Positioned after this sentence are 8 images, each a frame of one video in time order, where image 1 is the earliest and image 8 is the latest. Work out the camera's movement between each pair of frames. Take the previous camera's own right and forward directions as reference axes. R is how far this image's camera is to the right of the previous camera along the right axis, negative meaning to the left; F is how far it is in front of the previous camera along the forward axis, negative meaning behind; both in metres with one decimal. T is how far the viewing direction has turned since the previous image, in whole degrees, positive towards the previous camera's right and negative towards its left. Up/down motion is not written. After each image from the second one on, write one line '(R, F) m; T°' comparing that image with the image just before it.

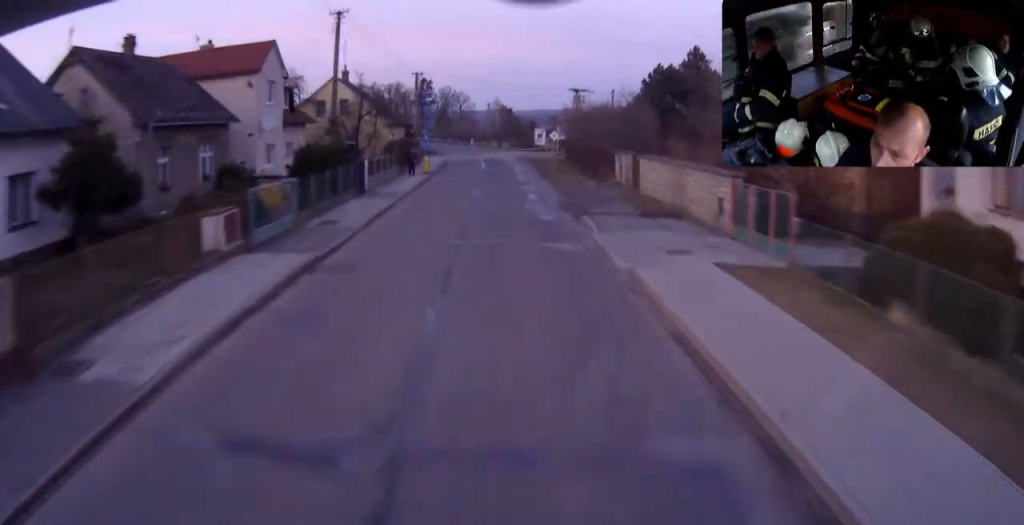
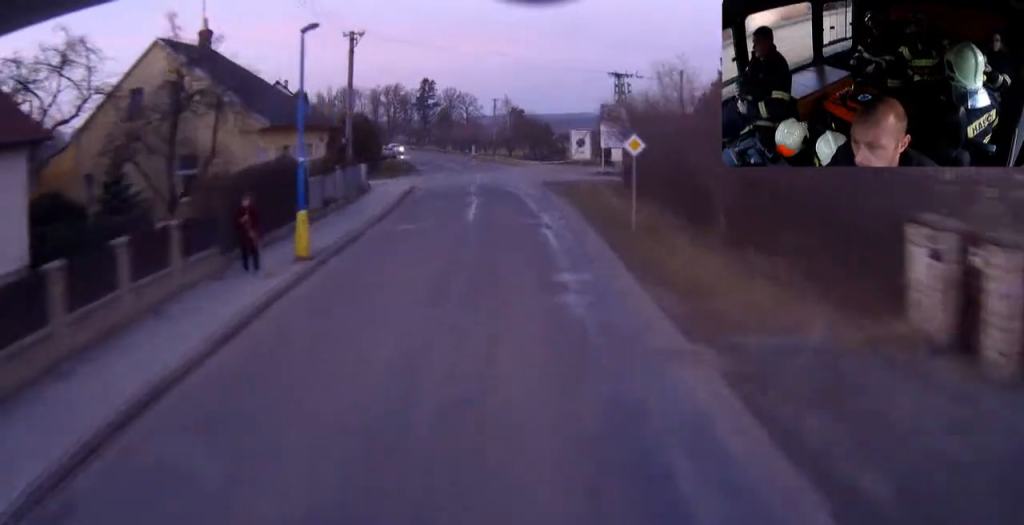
(-0.3, +29.7) m; -1°
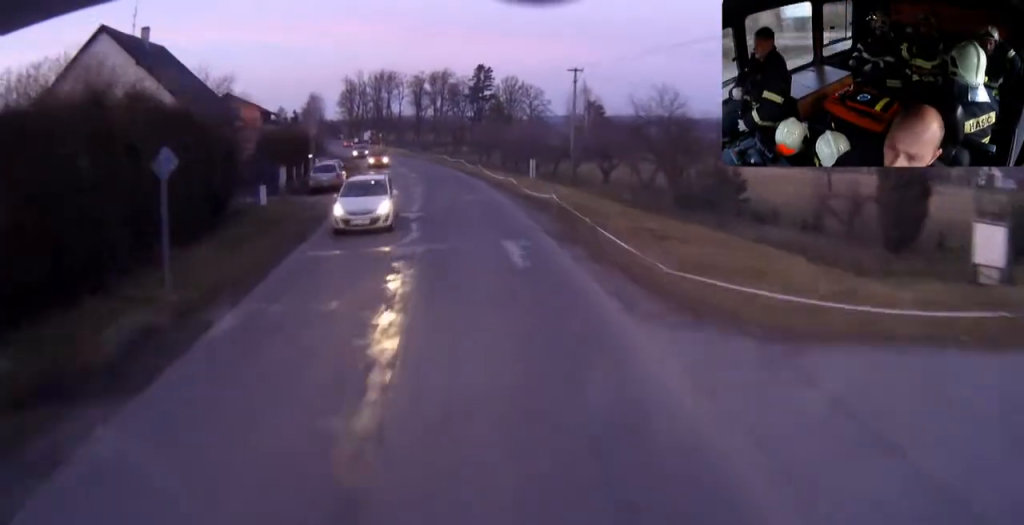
(-1.4, +48.8) m; -6°
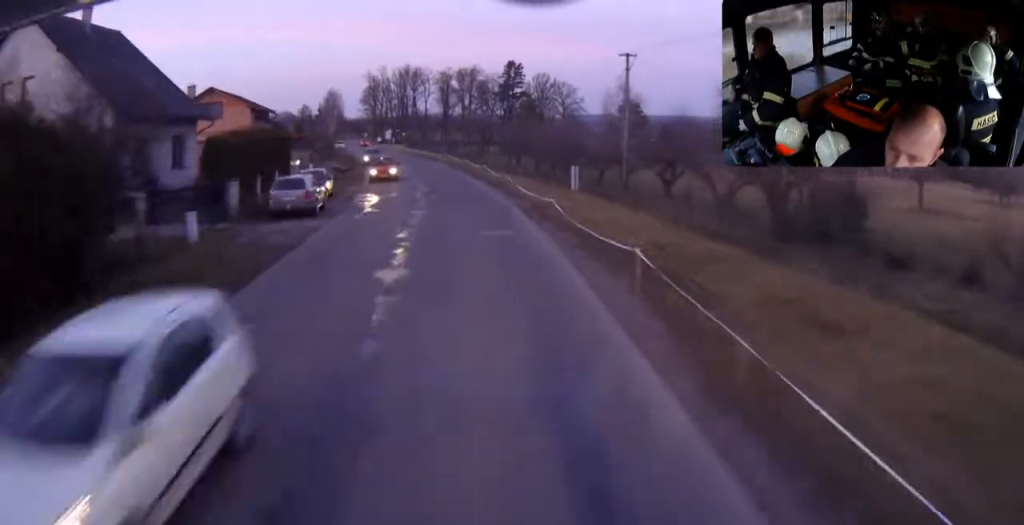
(-0.2, +10.5) m; -3°
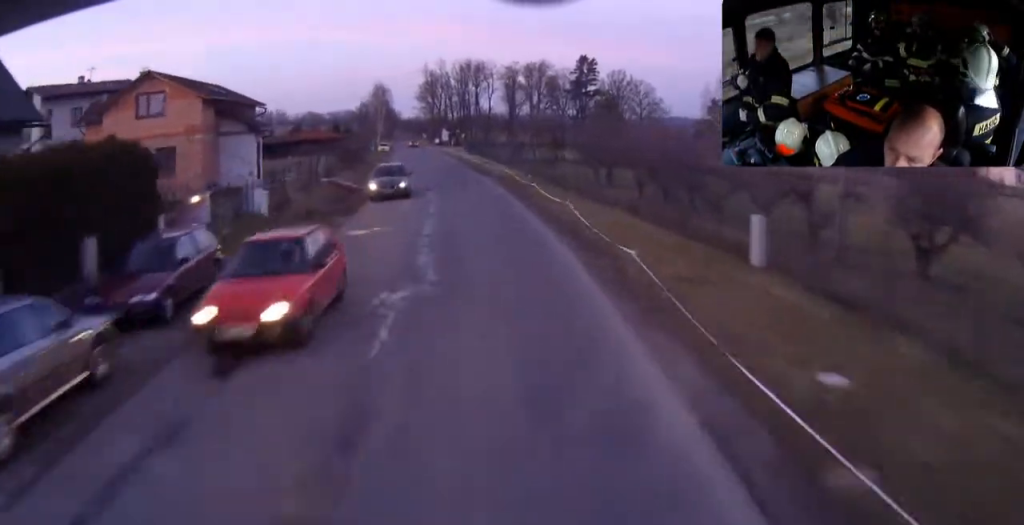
(-1.2, +20.5) m; -5°
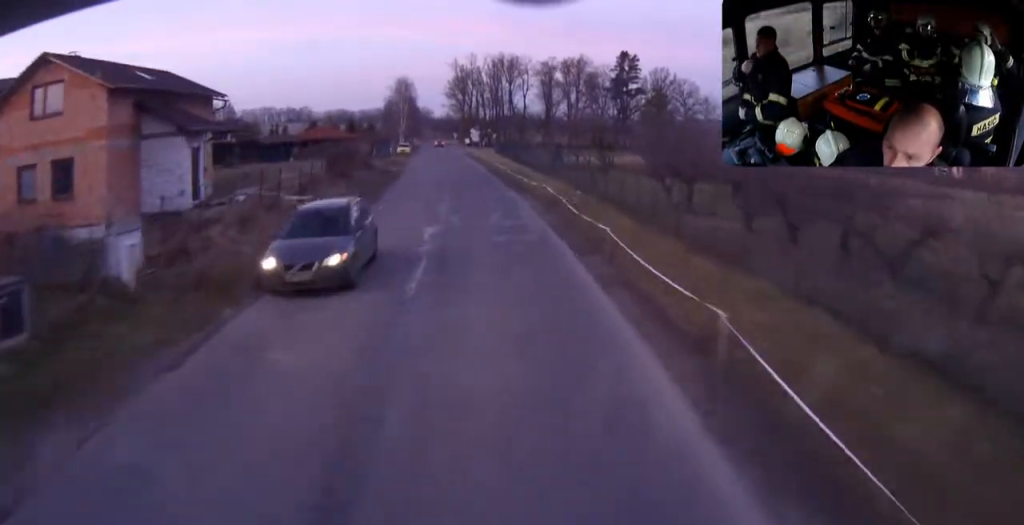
(-0.4, +13.2) m; -2°
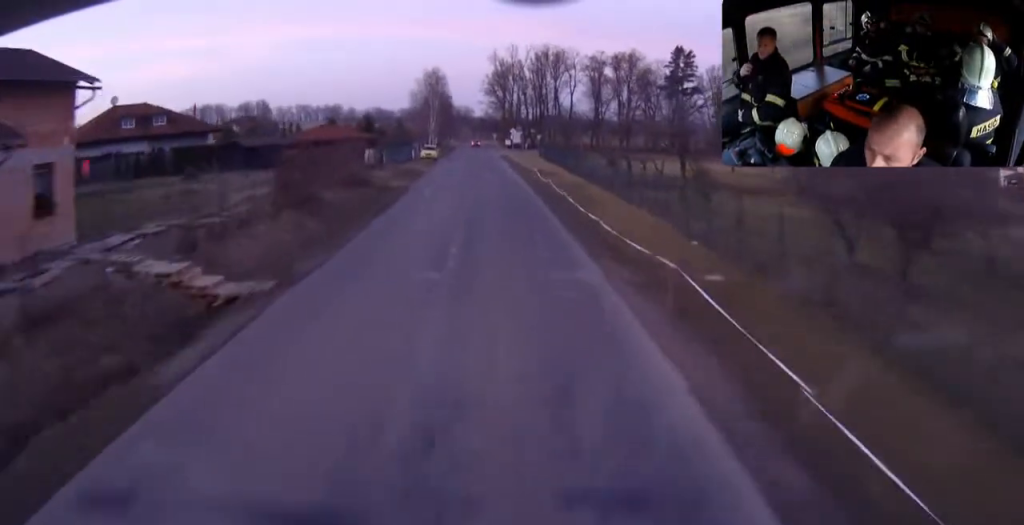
(-0.3, +16.9) m; -1°
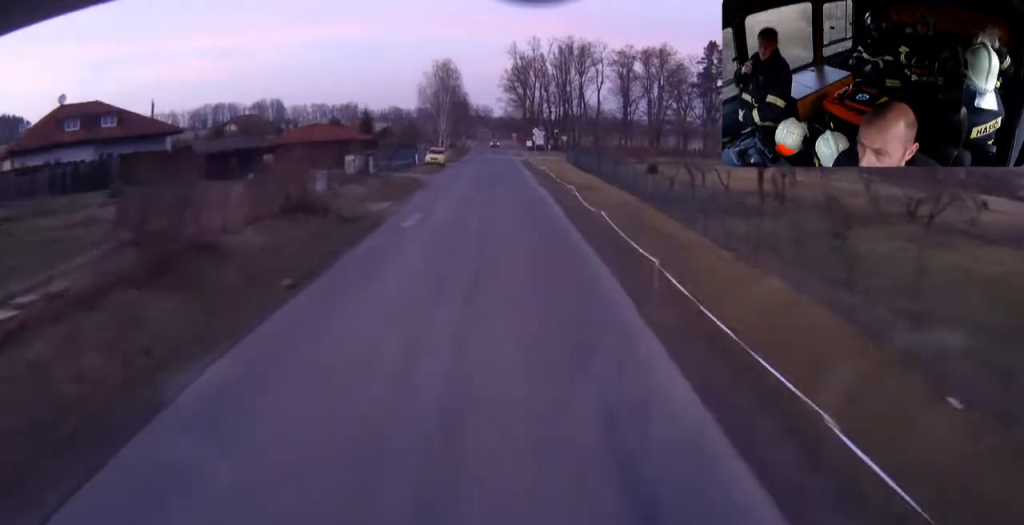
(-0.1, +13.1) m; -1°
